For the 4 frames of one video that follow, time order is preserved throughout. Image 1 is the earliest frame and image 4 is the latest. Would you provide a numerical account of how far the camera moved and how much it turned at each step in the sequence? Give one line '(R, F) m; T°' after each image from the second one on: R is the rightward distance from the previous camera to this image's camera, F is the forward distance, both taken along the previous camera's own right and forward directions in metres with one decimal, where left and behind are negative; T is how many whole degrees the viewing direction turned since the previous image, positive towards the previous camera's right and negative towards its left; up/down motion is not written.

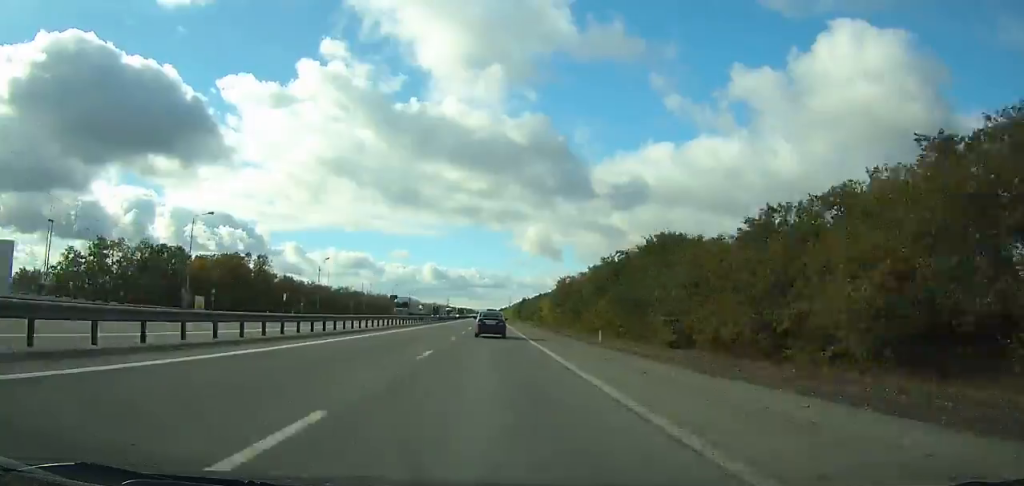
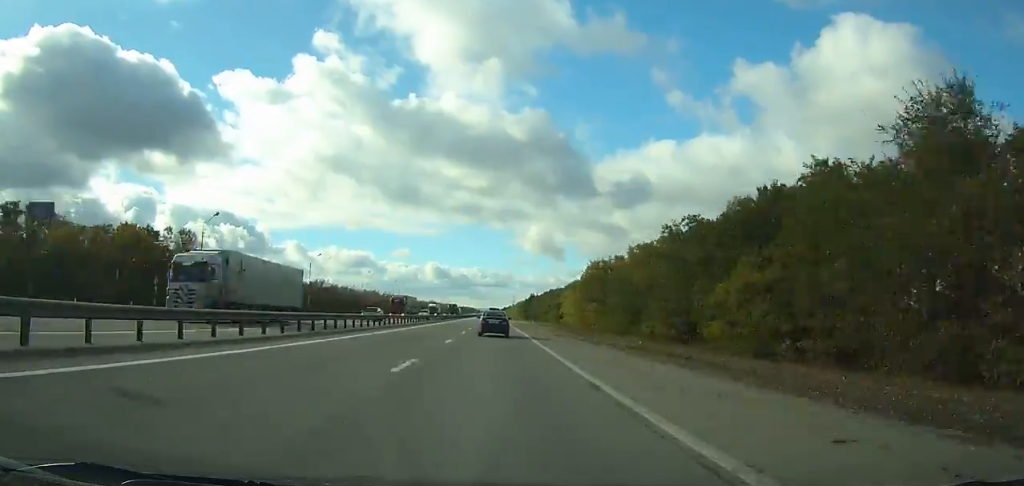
(0.0, +40.4) m; 0°
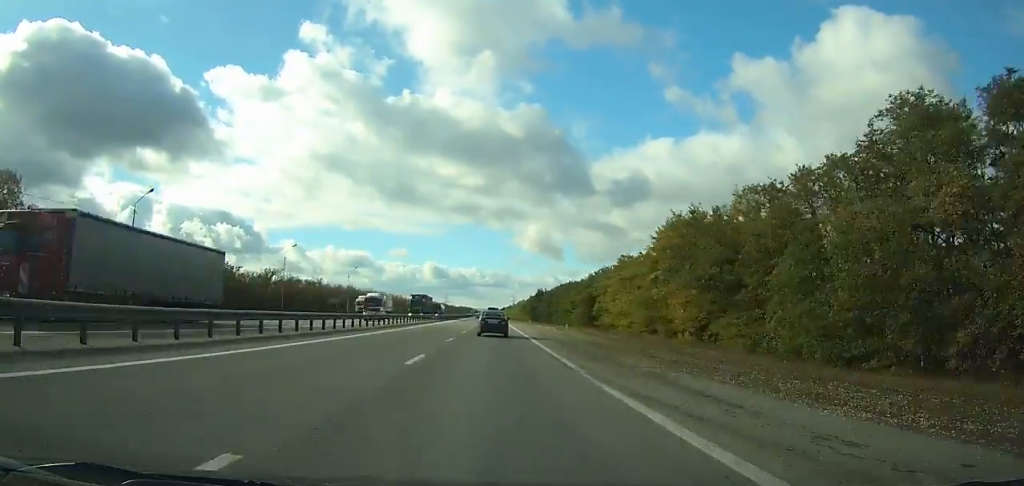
(0.0, +46.1) m; 0°
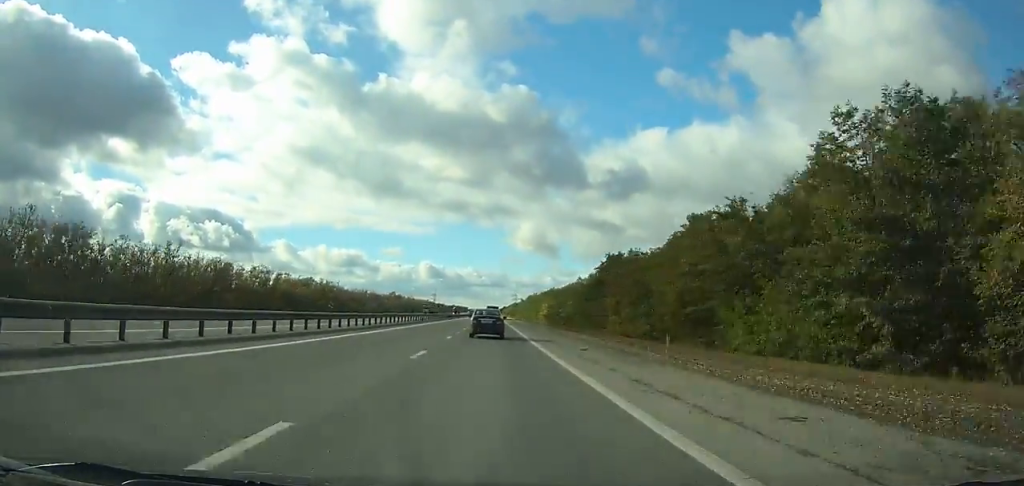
(0.0, +177.3) m; 0°
